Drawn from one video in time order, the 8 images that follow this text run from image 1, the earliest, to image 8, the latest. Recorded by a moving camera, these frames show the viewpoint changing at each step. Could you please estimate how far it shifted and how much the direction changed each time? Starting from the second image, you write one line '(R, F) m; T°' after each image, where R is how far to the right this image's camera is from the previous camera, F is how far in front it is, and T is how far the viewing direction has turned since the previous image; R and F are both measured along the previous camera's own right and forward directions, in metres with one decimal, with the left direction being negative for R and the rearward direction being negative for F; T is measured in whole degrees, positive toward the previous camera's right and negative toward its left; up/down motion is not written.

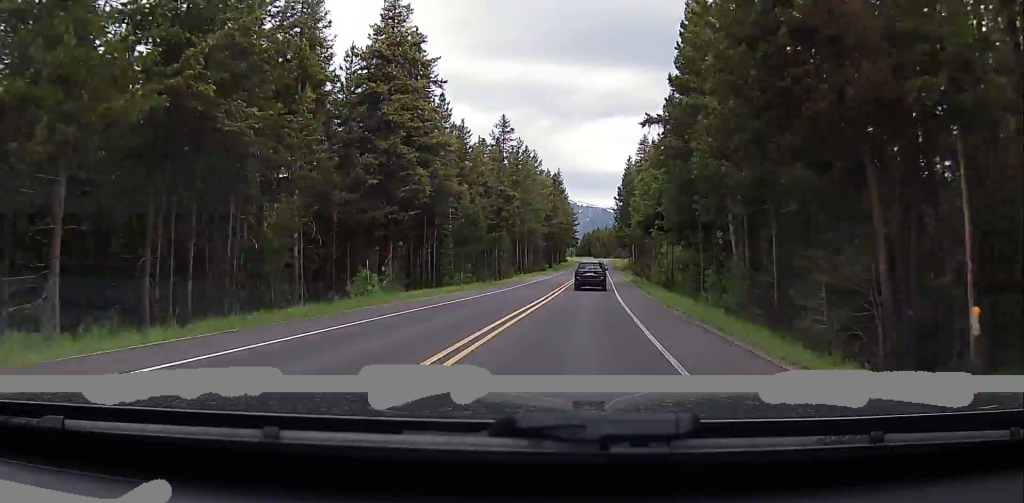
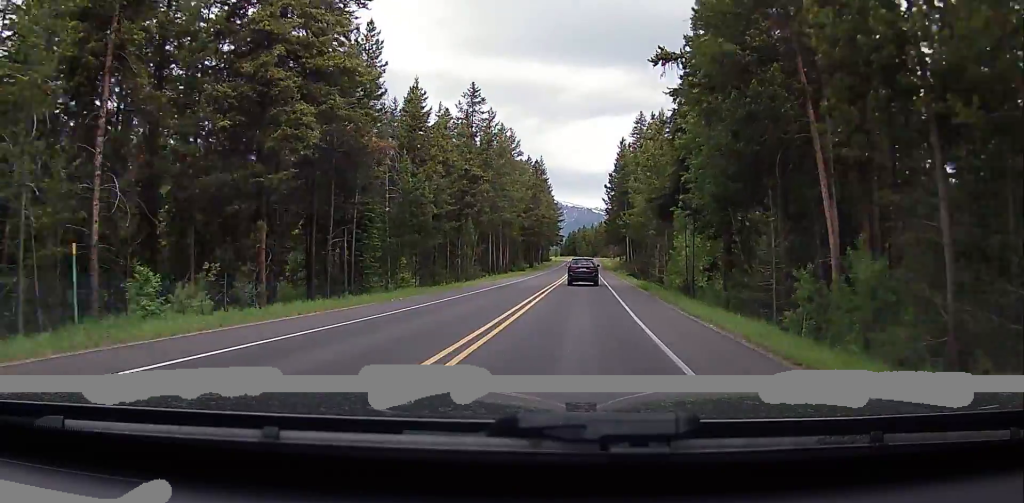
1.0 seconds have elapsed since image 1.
(+0.3, +17.5) m; +2°
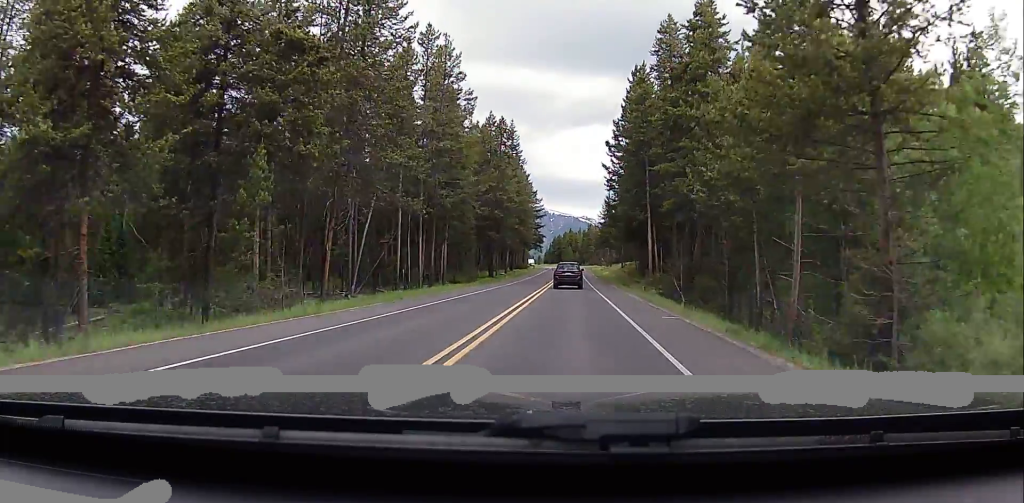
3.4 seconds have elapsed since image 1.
(+0.9, +42.6) m; +1°
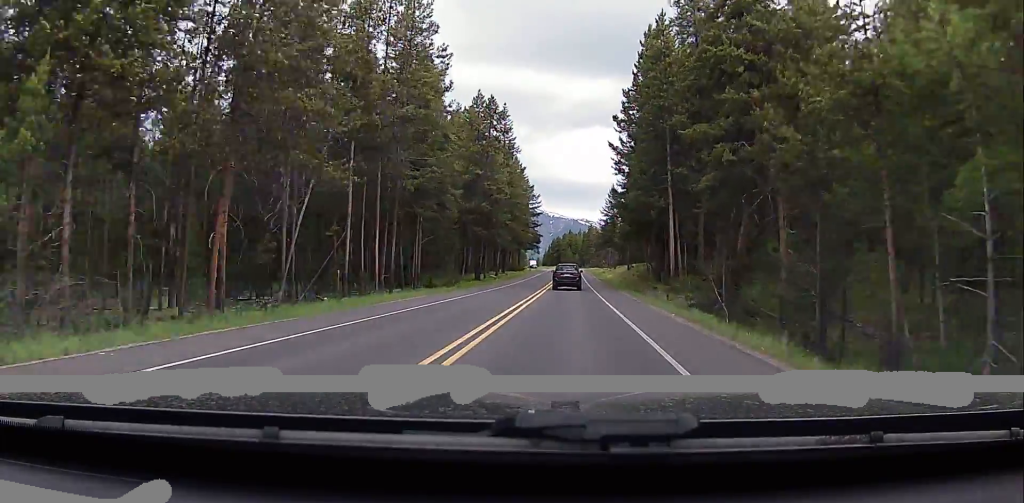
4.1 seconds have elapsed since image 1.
(-0.3, +11.7) m; 0°
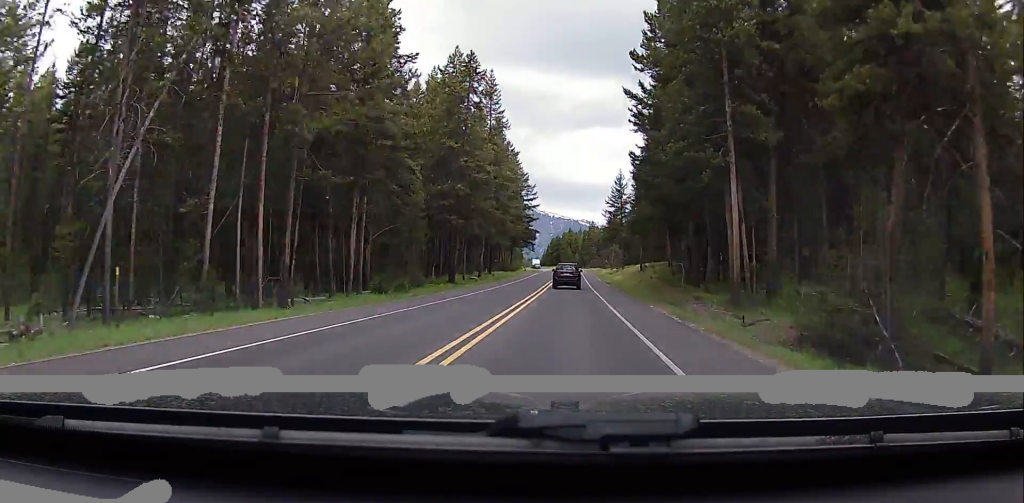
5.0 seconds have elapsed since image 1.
(+0.1, +16.0) m; +1°
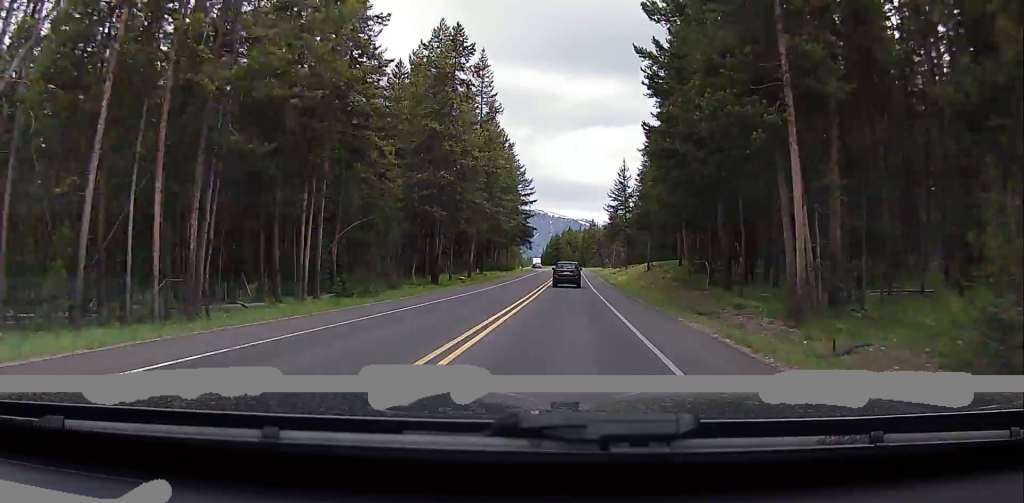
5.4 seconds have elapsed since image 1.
(0.0, +7.2) m; +1°
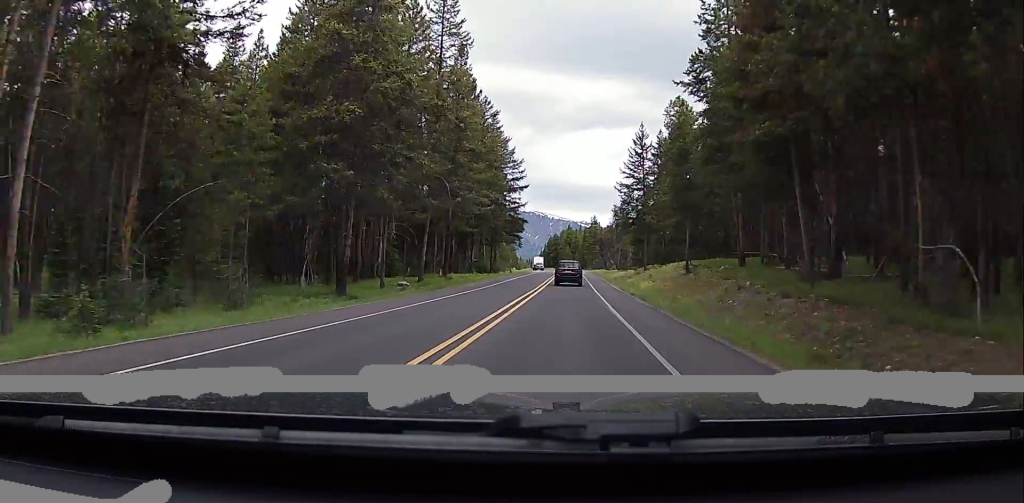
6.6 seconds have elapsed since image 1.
(+0.2, +21.6) m; 0°
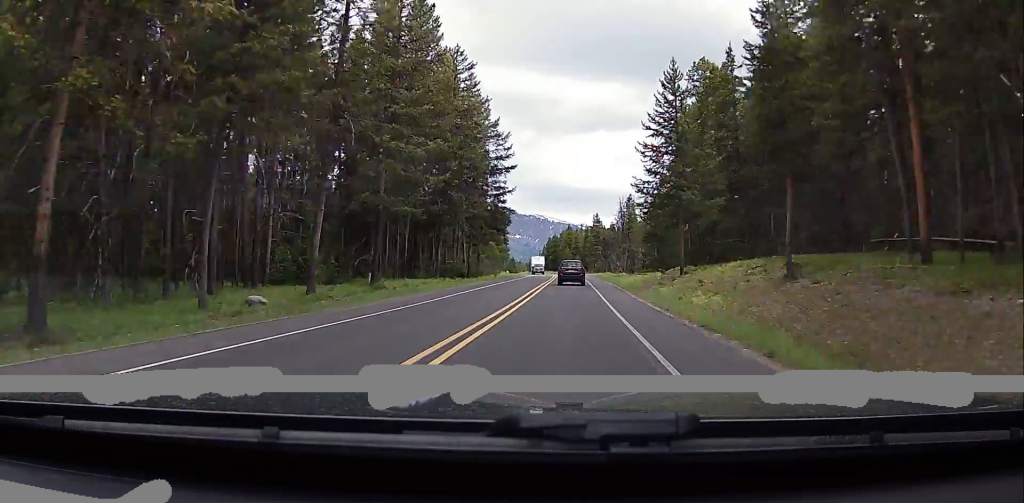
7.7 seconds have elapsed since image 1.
(-0.3, +19.8) m; -2°
